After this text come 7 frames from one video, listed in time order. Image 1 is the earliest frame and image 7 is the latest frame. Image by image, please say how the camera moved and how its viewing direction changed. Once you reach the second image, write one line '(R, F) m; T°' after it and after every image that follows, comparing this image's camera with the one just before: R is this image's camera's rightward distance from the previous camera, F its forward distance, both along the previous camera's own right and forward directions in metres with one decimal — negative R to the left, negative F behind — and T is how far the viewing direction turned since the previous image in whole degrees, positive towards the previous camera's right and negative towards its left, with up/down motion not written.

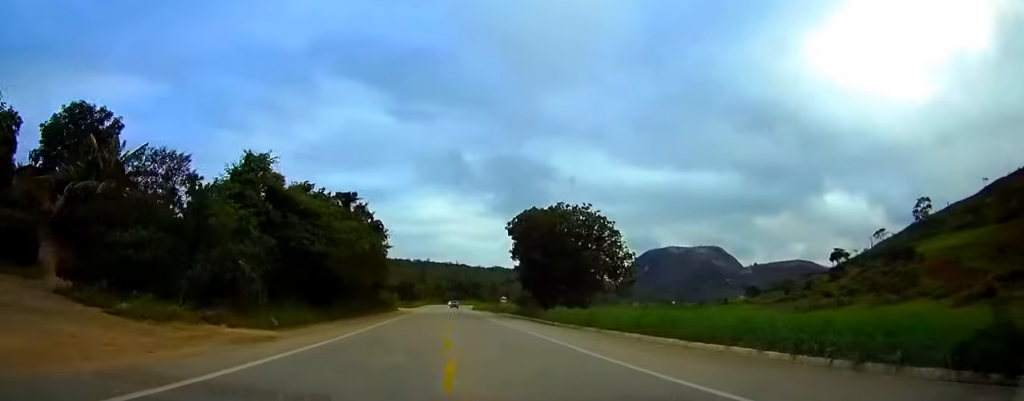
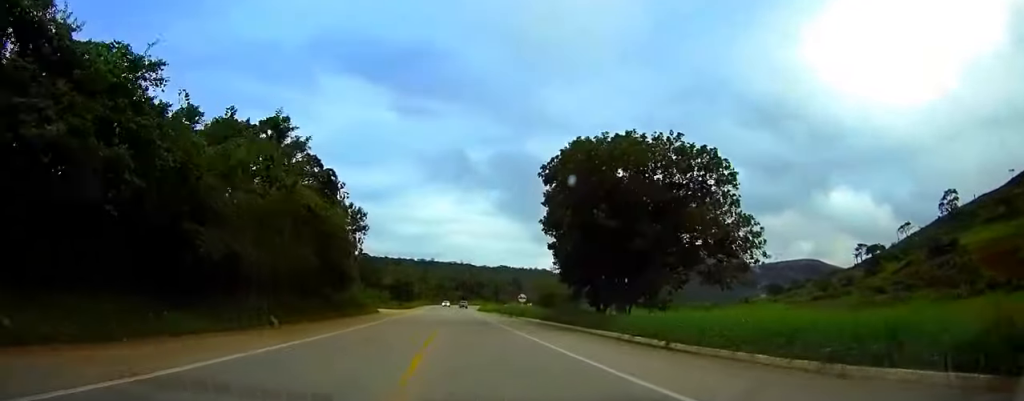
(0.0, +24.6) m; 0°
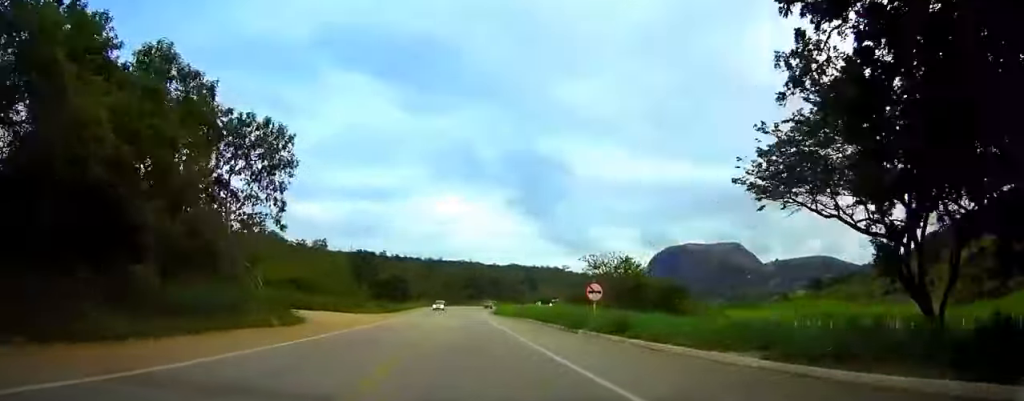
(-0.2, +35.3) m; -1°
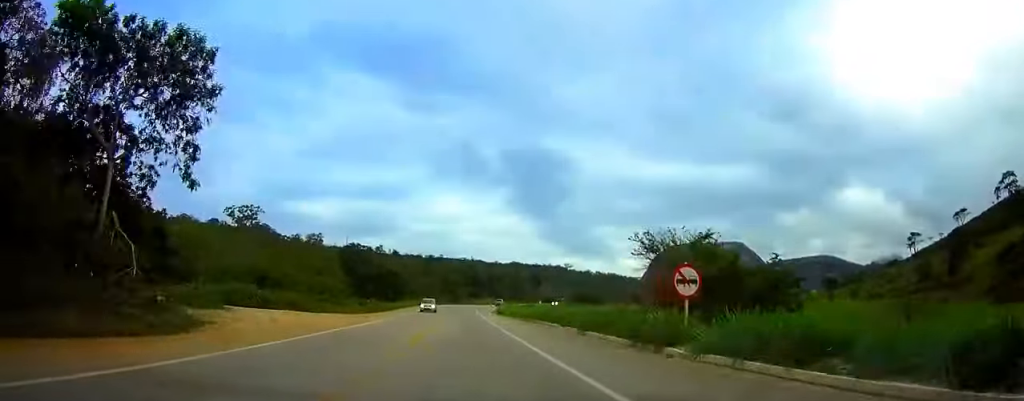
(-0.1, +14.2) m; 0°
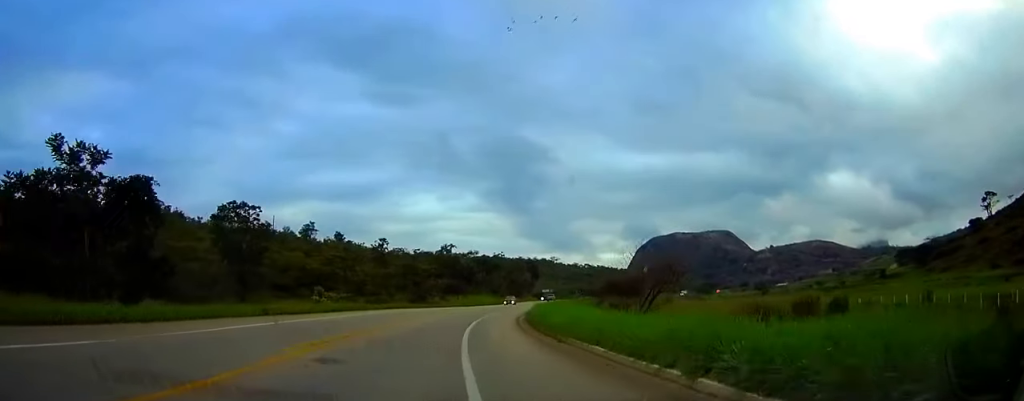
(+1.1, +85.8) m; +3°
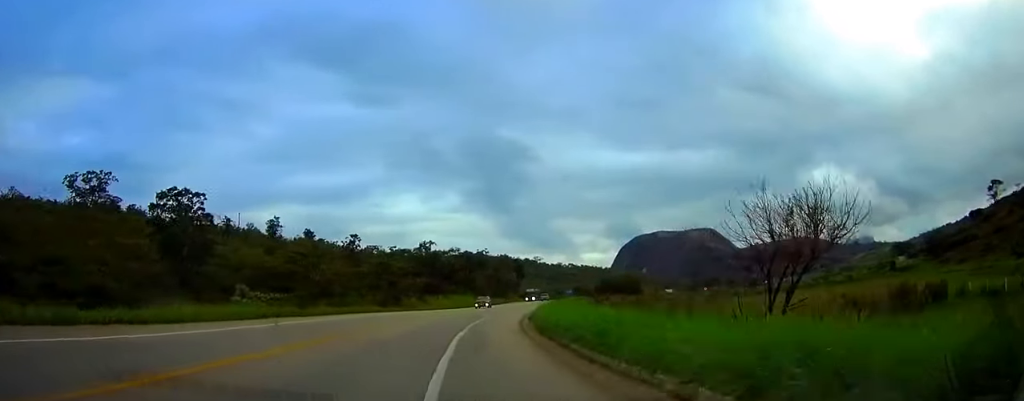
(+0.1, +16.9) m; +1°
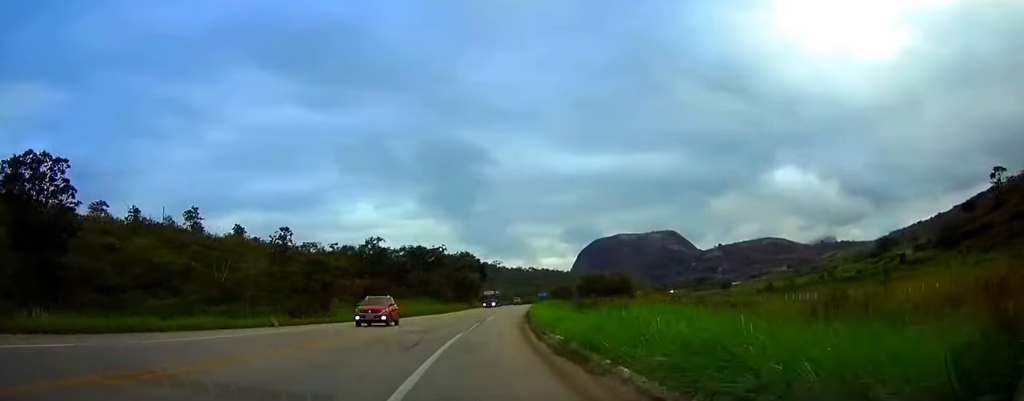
(+0.4, +27.4) m; +3°
